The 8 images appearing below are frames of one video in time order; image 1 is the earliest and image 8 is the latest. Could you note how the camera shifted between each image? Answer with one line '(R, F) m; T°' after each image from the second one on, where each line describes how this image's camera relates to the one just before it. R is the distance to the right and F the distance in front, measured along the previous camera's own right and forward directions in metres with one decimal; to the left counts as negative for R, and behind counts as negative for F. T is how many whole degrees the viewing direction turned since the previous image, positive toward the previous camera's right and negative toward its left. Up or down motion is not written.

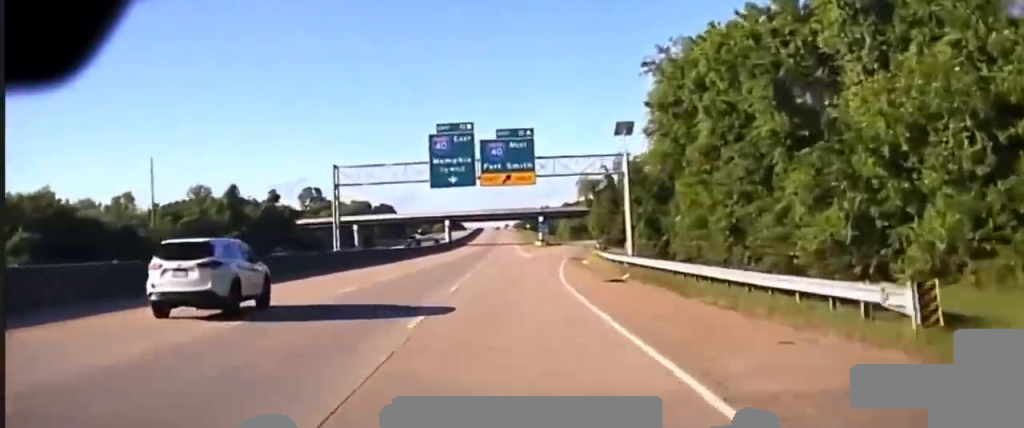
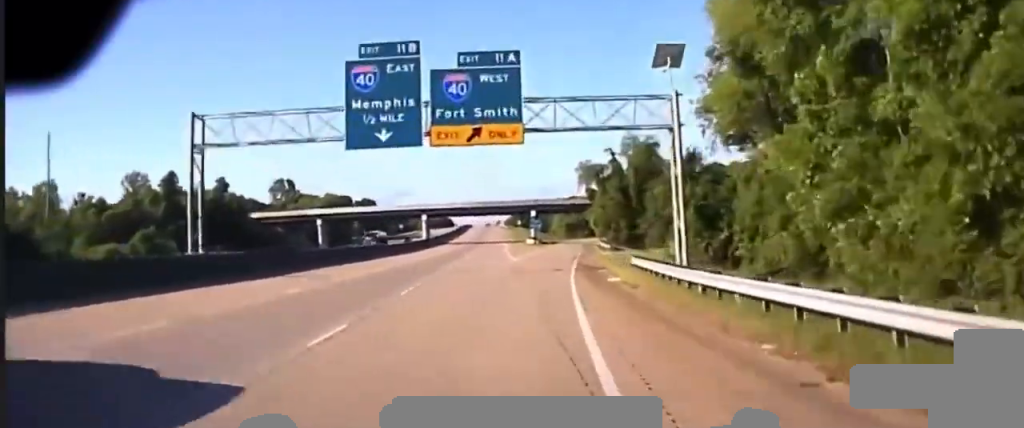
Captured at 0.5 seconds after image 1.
(-0.1, +25.2) m; 0°
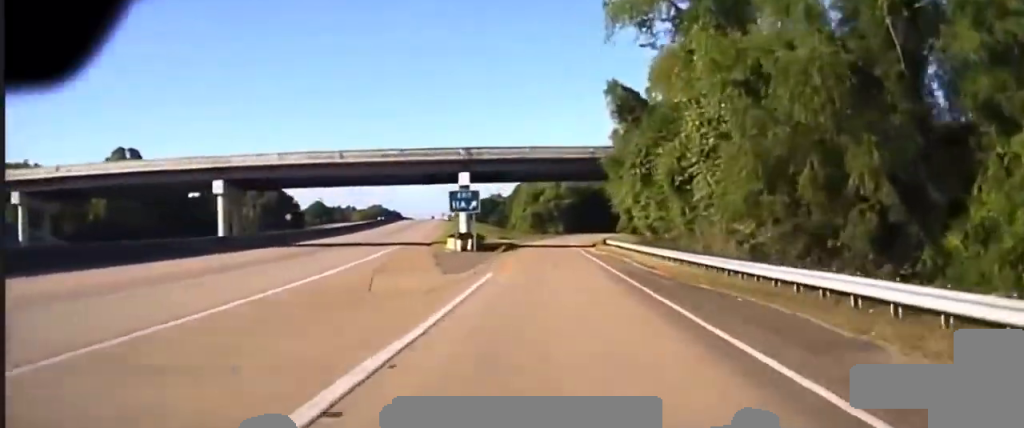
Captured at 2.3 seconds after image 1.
(+1.9, +81.3) m; +2°
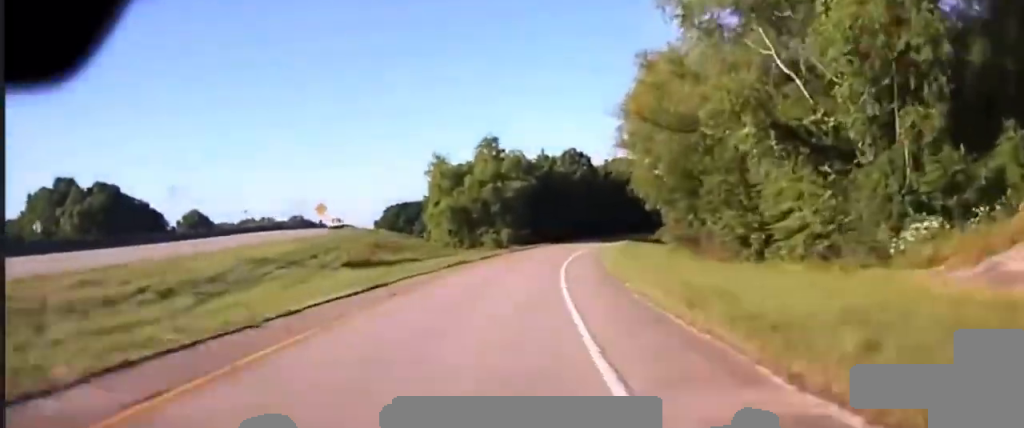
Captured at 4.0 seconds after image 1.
(+1.6, +80.8) m; +3°
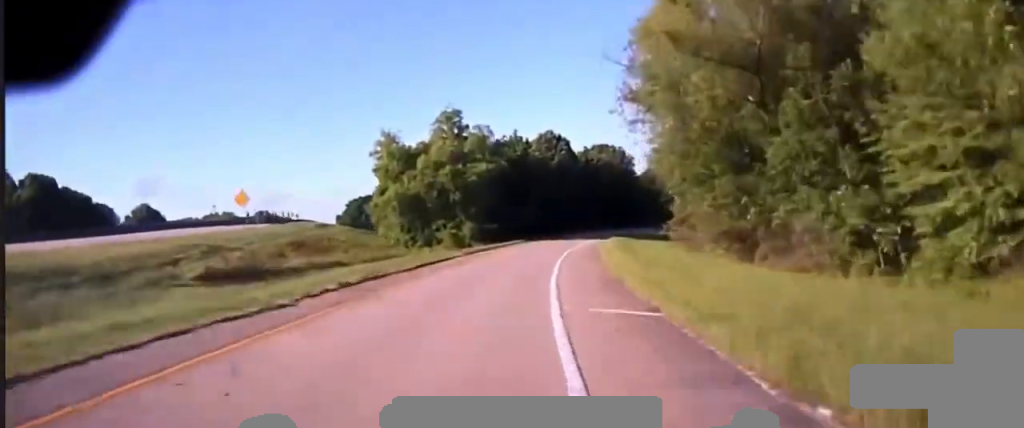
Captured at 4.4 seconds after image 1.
(-0.2, +18.8) m; +1°
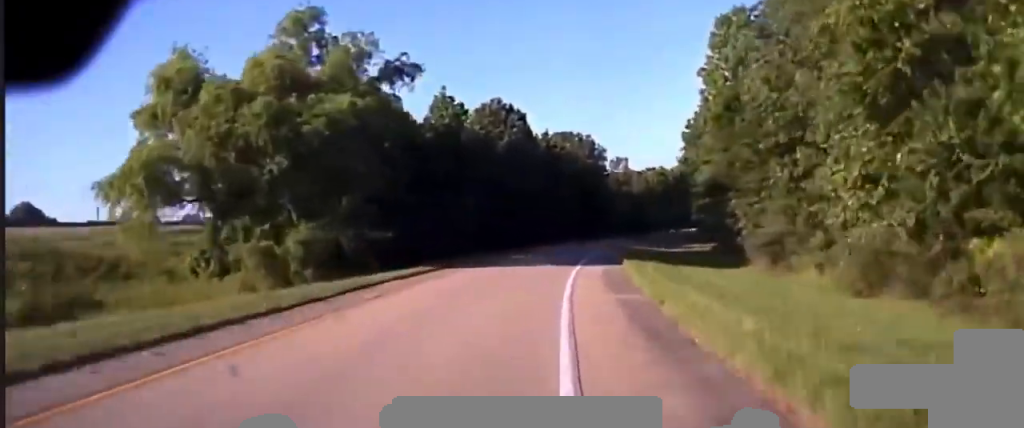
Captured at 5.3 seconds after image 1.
(+1.1, +42.8) m; +3°
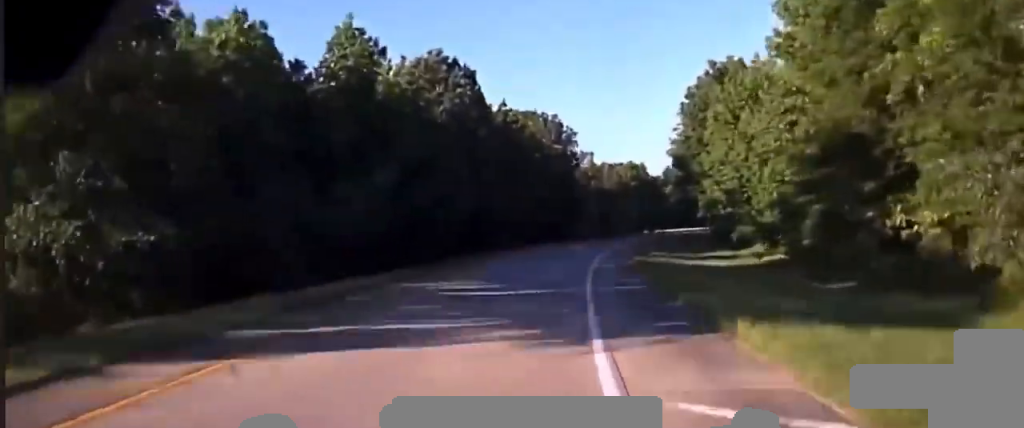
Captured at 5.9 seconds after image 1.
(+0.6, +26.8) m; +3°
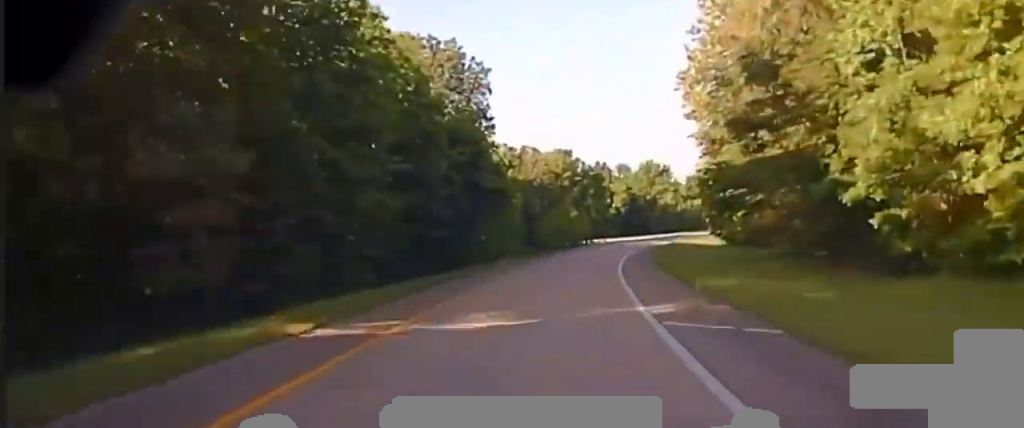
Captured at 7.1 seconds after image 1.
(+3.7, +53.3) m; +7°
